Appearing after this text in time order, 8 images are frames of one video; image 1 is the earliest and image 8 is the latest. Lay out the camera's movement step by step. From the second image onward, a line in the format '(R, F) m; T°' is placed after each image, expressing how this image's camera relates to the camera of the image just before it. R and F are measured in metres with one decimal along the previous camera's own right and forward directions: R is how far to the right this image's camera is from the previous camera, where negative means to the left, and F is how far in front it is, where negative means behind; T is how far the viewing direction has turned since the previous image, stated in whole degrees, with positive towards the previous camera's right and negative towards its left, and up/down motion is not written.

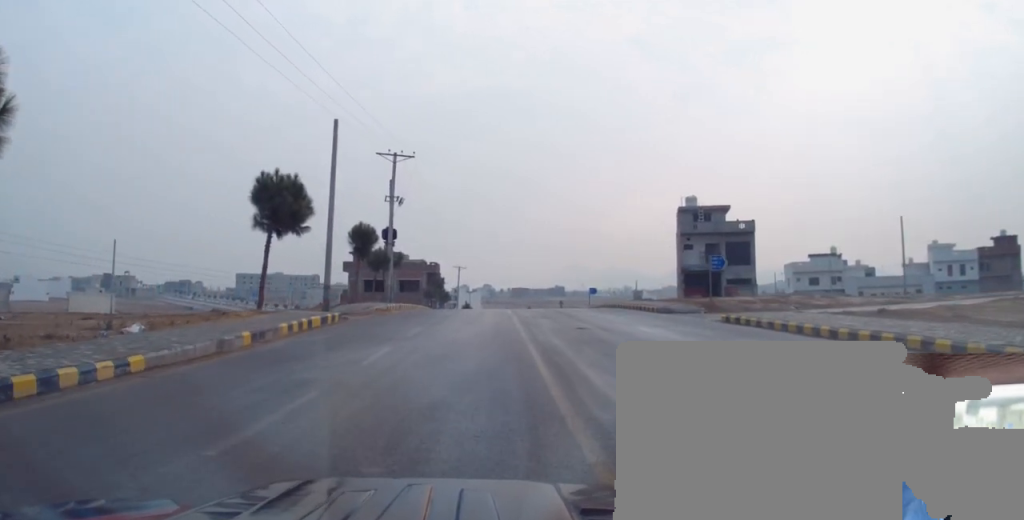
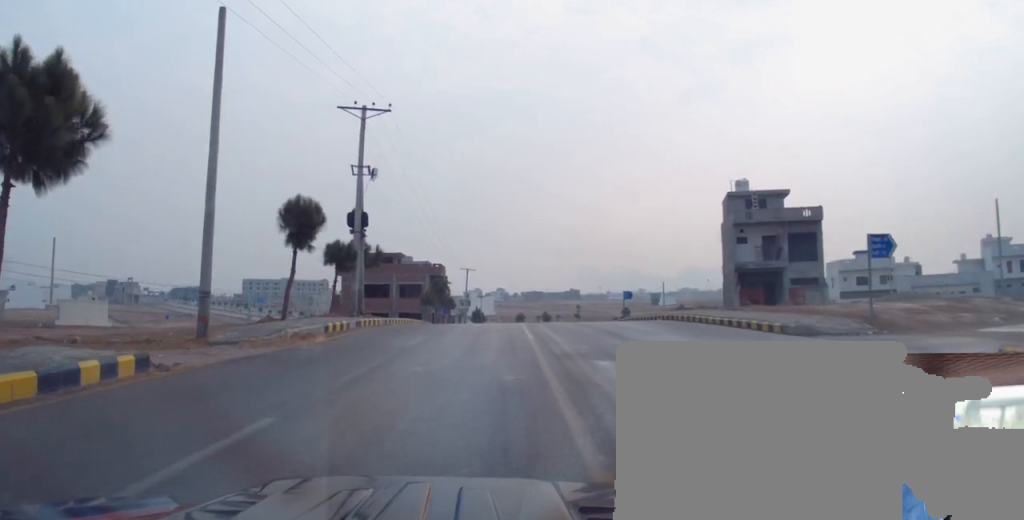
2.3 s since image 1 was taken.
(-0.7, +13.6) m; -4°
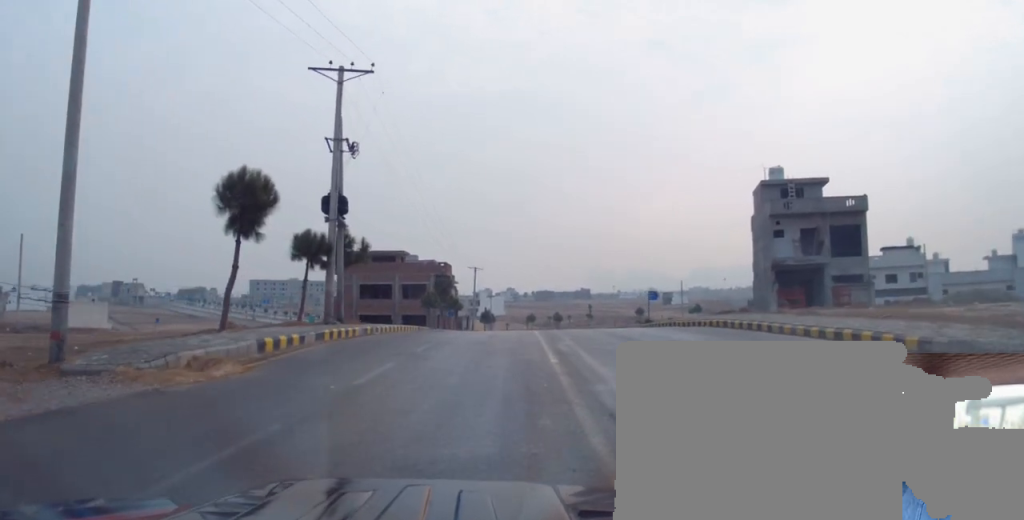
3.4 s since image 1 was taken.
(-0.1, +6.4) m; 0°
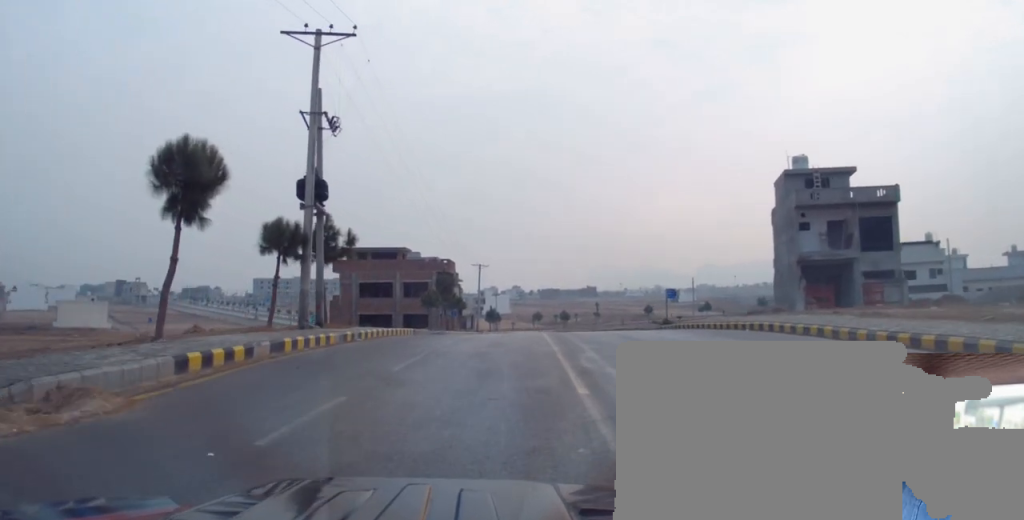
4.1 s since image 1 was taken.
(0.0, +4.1) m; 0°
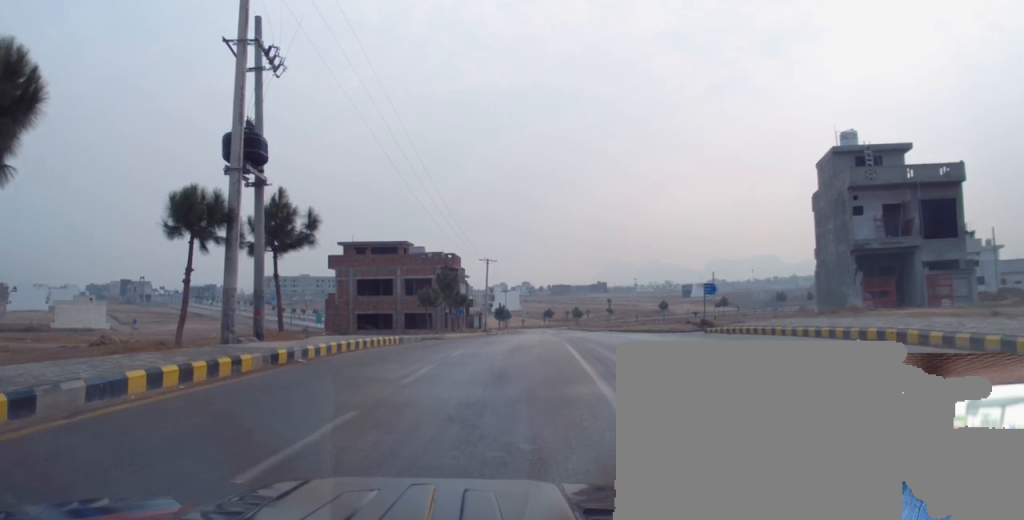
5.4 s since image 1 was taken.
(0.0, +7.0) m; -3°
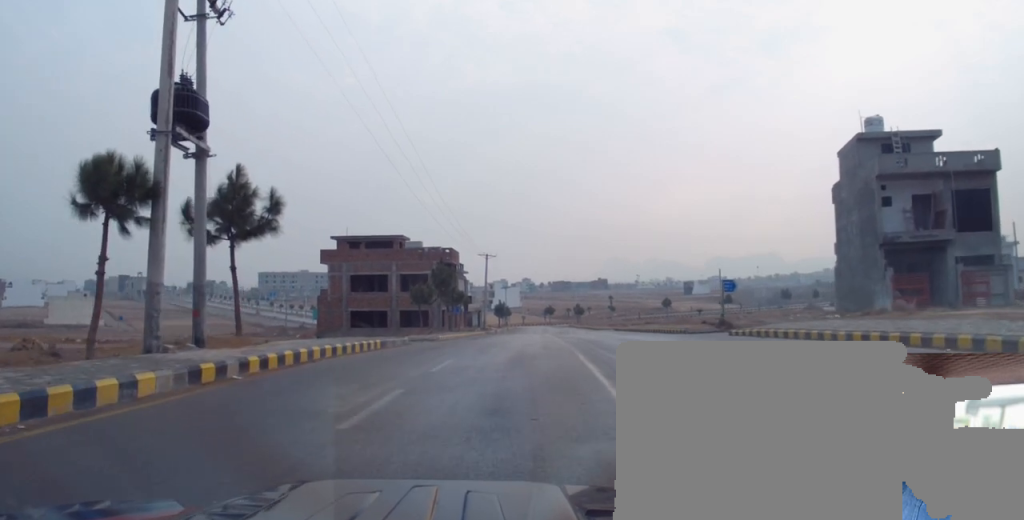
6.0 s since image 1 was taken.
(-0.1, +3.6) m; -2°
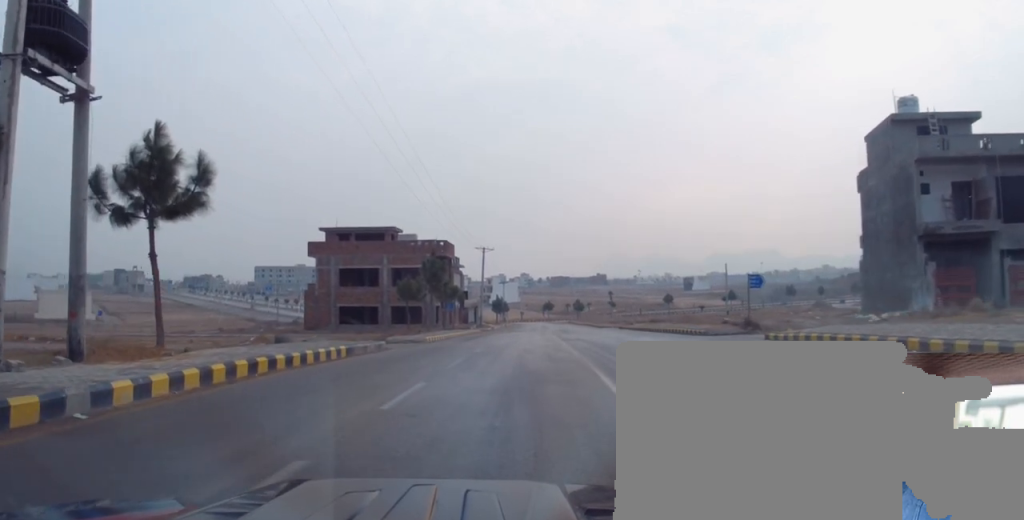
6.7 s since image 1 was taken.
(0.0, +4.3) m; 0°
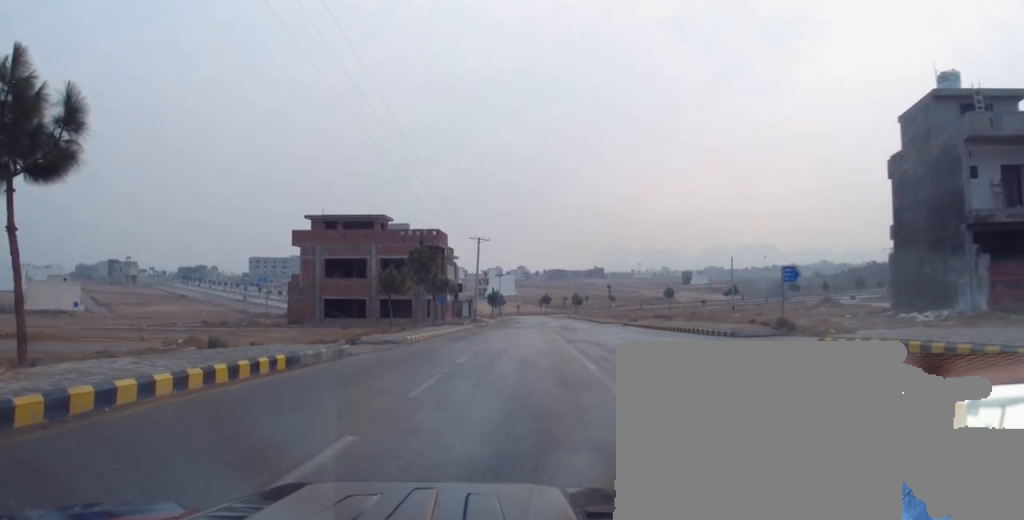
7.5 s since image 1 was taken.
(0.0, +4.6) m; +4°
